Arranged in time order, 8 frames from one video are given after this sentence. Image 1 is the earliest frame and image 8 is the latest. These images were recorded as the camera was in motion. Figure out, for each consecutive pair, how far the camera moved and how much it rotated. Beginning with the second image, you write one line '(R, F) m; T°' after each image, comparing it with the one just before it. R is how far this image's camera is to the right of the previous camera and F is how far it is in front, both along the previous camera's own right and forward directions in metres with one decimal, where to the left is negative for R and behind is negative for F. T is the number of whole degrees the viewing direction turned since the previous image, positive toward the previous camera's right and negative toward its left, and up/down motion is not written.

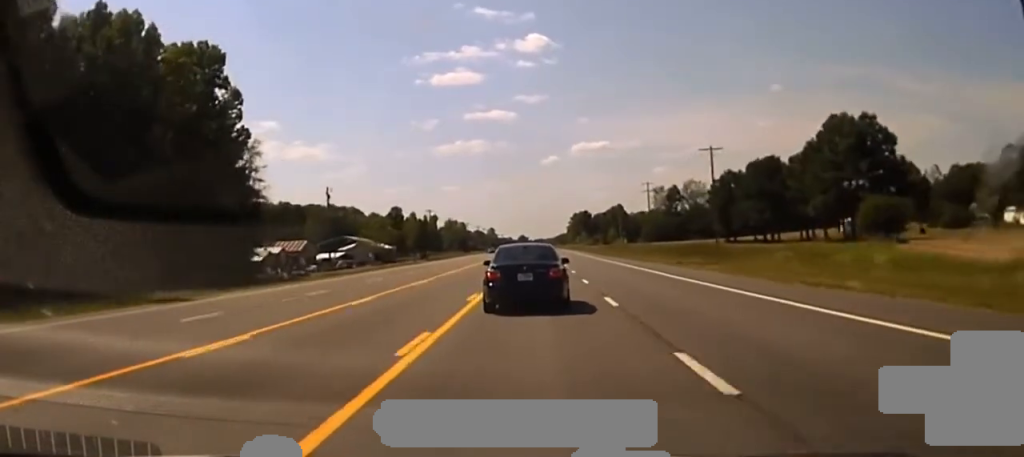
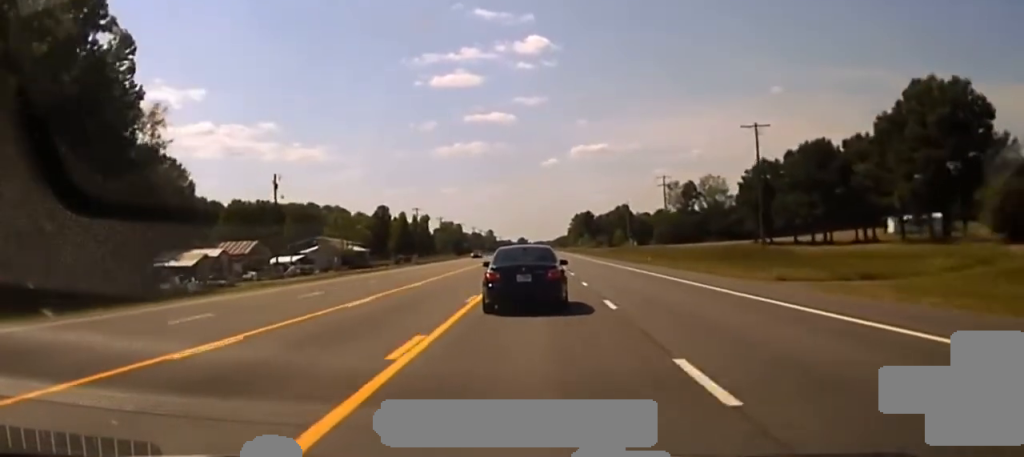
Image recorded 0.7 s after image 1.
(-0.1, +23.8) m; 0°
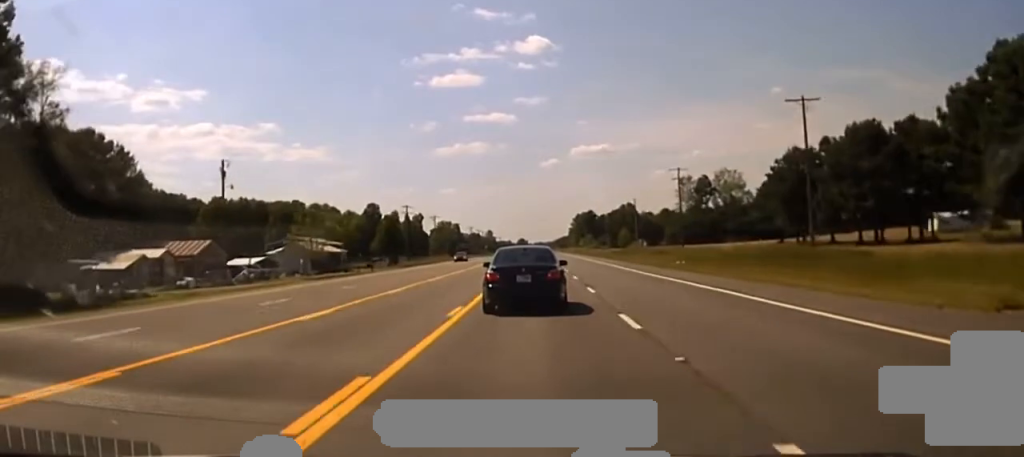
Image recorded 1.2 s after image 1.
(-0.1, +15.8) m; 0°
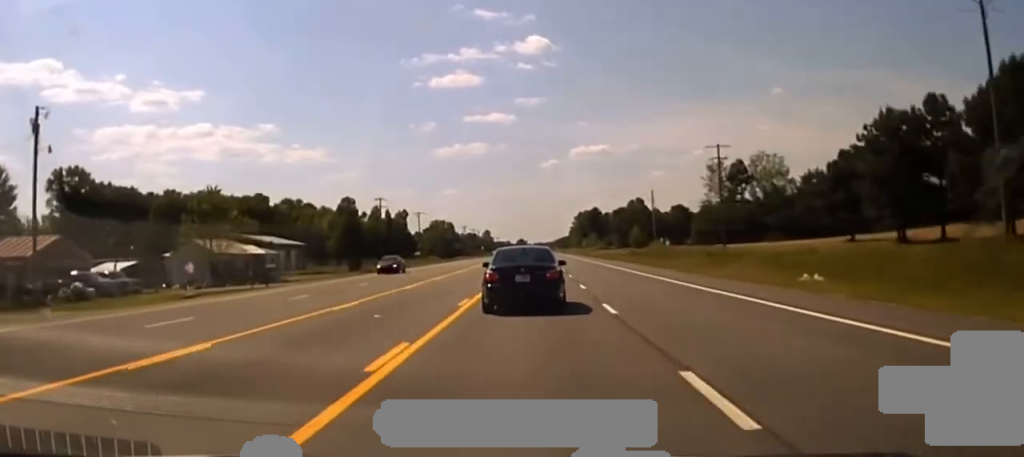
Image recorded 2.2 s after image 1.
(+0.3, +28.3) m; 0°
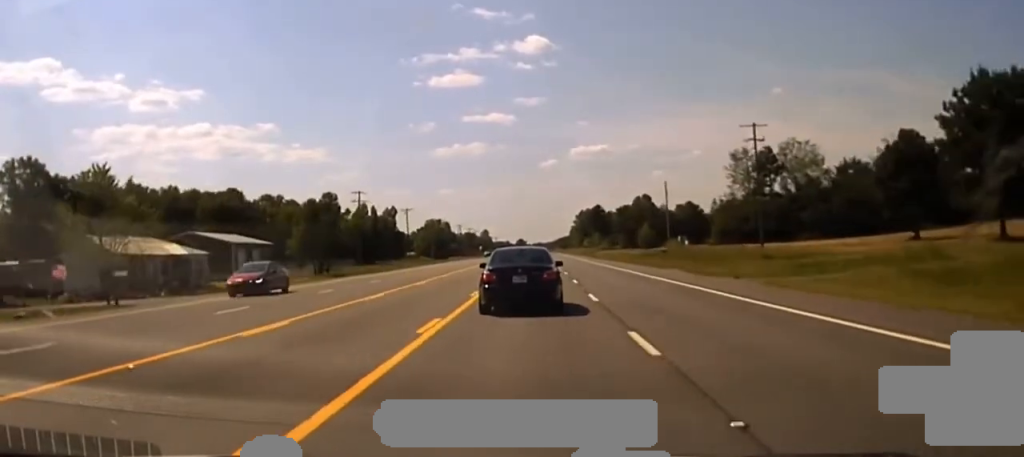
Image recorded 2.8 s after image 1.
(0.0, +16.7) m; 0°
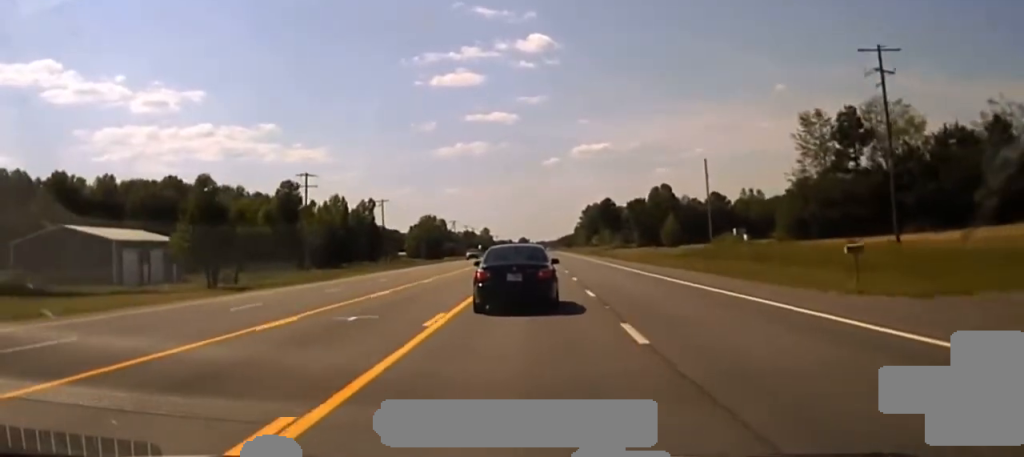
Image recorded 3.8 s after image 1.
(-0.2, +32.3) m; 0°
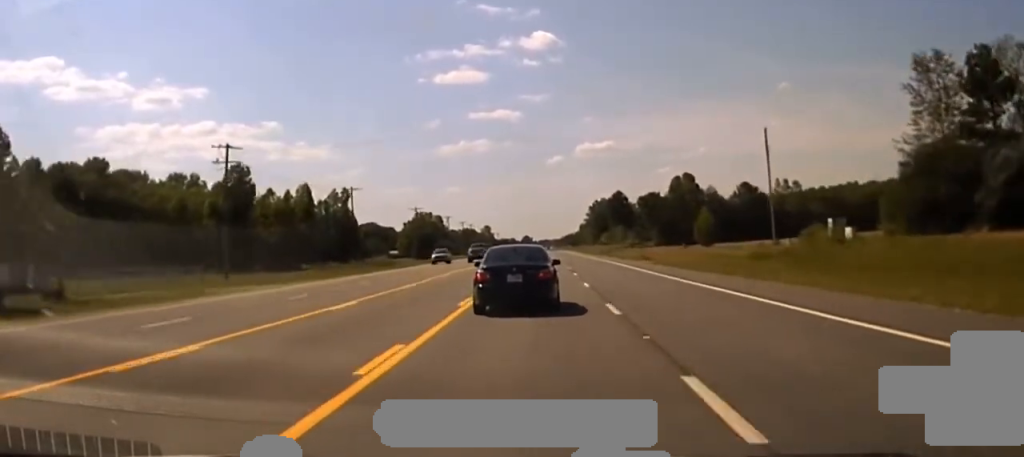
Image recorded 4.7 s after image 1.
(-0.1, +31.0) m; 0°
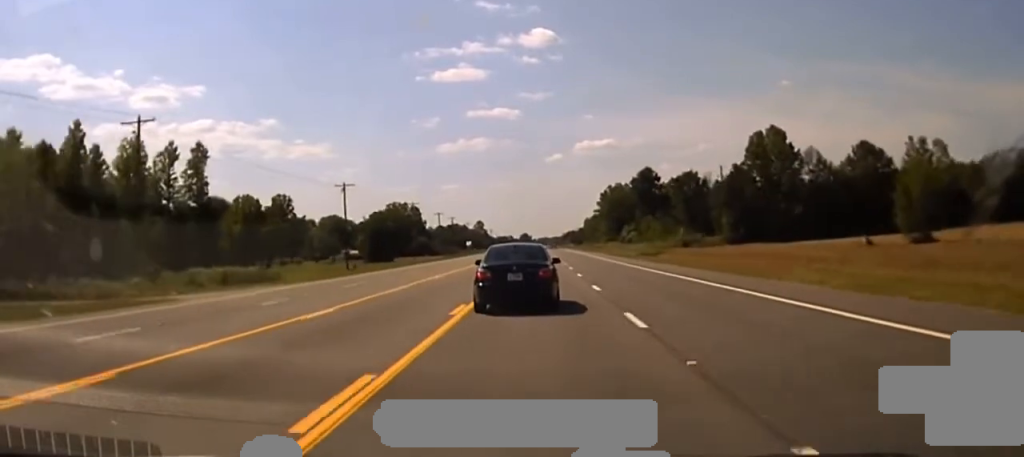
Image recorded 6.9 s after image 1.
(+0.3, +83.9) m; 0°
